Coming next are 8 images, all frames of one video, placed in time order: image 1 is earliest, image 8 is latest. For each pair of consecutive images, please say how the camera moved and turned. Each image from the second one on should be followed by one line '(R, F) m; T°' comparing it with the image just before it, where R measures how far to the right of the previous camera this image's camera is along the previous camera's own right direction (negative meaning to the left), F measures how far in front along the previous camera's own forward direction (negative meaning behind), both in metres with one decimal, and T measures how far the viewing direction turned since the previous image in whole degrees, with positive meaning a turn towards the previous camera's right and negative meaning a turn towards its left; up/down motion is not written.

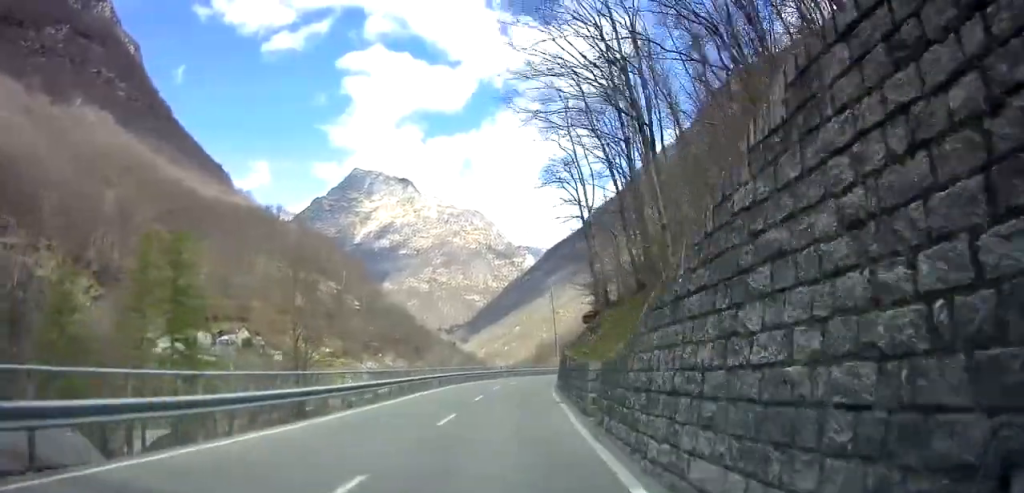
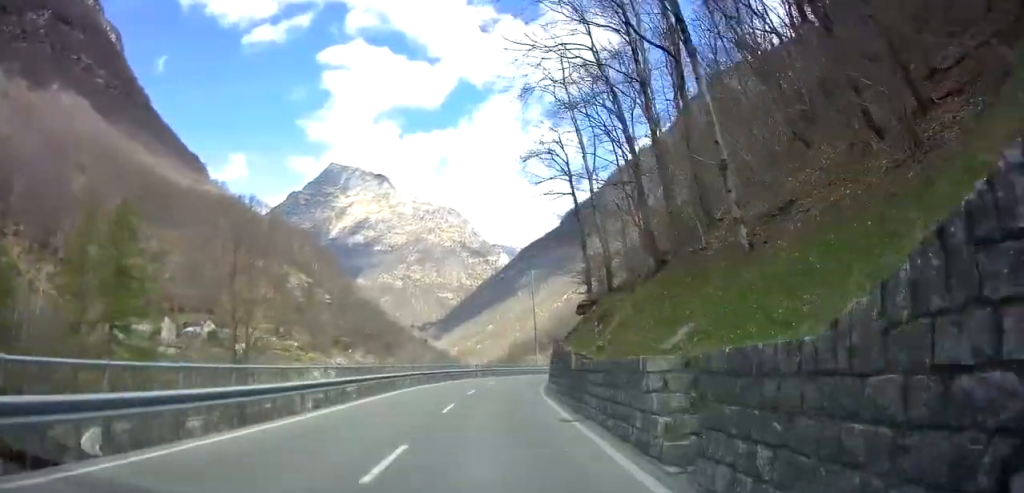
(-0.1, +6.4) m; 0°
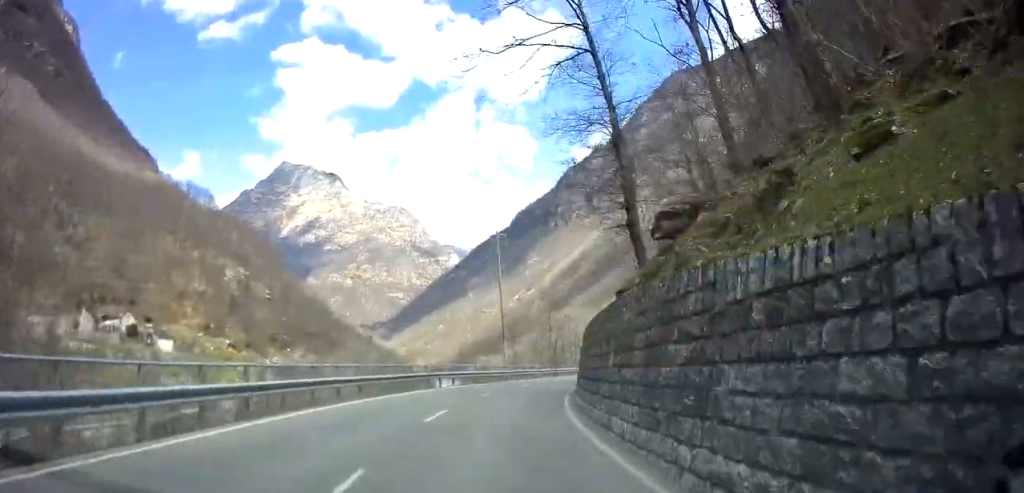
(-0.2, +20.0) m; -1°
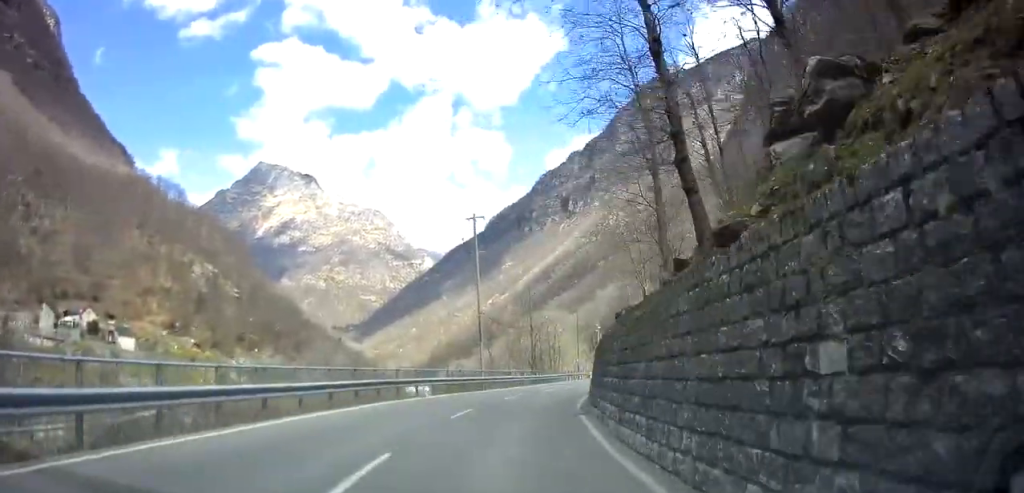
(0.0, +7.1) m; +2°
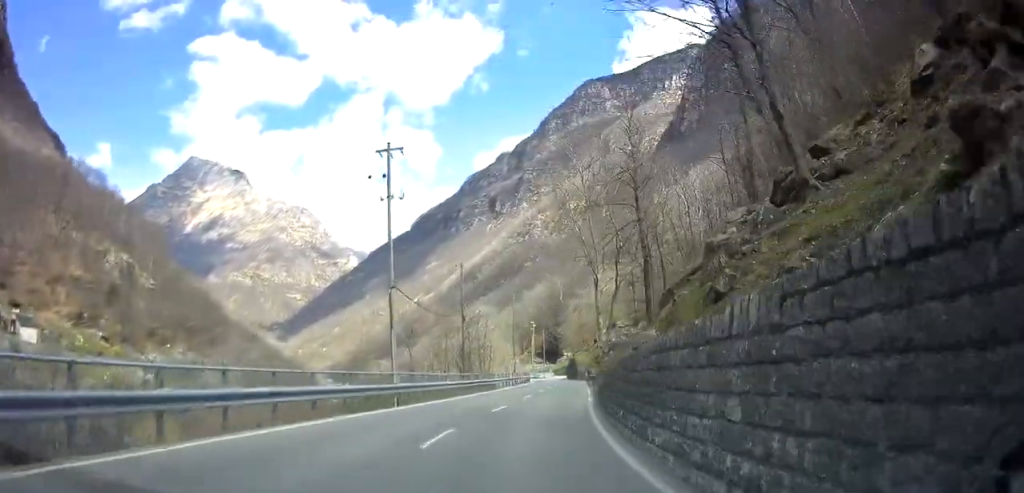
(+0.6, +12.9) m; +7°
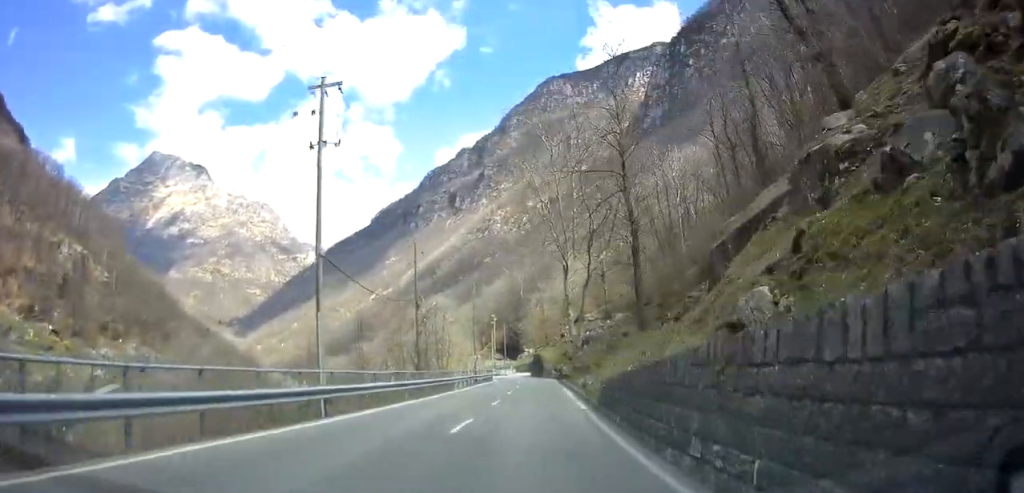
(+0.1, +6.0) m; +3°
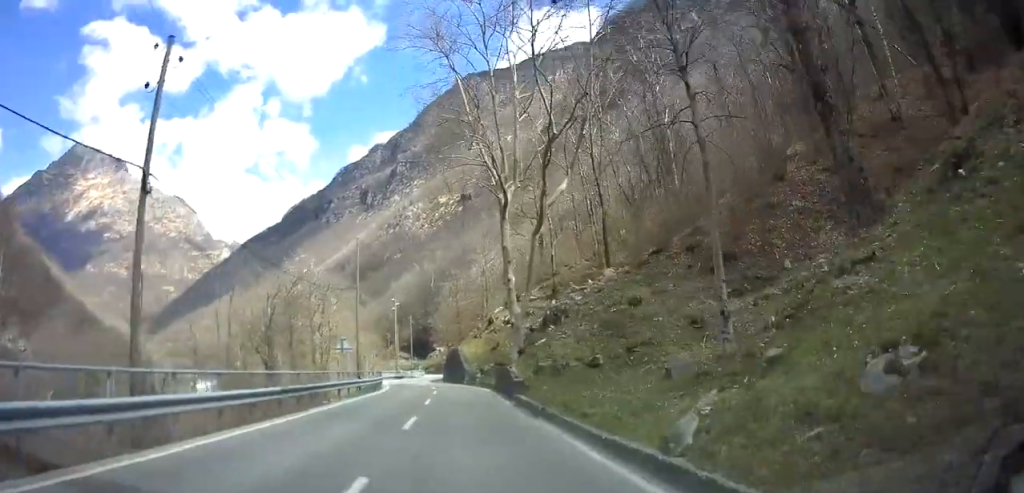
(+2.0, +22.1) m; +11°
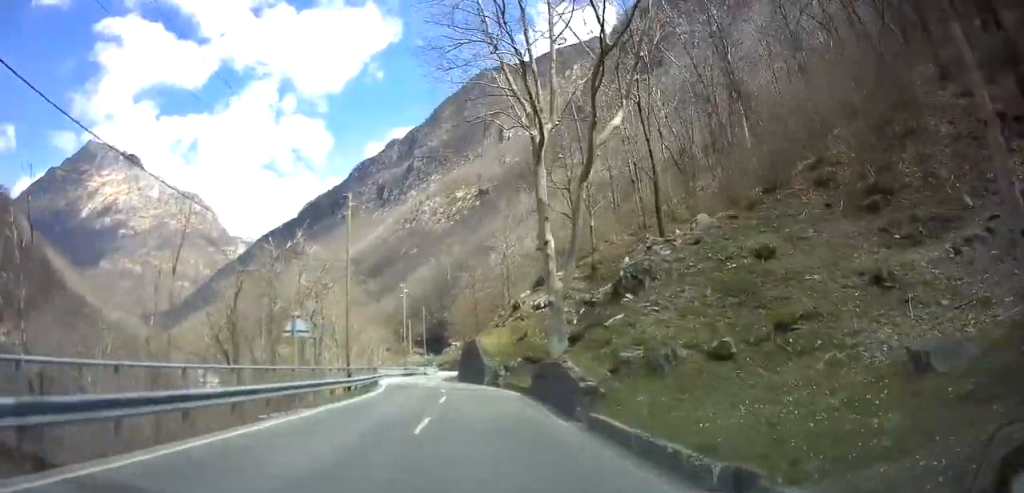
(+0.4, +9.0) m; +6°
